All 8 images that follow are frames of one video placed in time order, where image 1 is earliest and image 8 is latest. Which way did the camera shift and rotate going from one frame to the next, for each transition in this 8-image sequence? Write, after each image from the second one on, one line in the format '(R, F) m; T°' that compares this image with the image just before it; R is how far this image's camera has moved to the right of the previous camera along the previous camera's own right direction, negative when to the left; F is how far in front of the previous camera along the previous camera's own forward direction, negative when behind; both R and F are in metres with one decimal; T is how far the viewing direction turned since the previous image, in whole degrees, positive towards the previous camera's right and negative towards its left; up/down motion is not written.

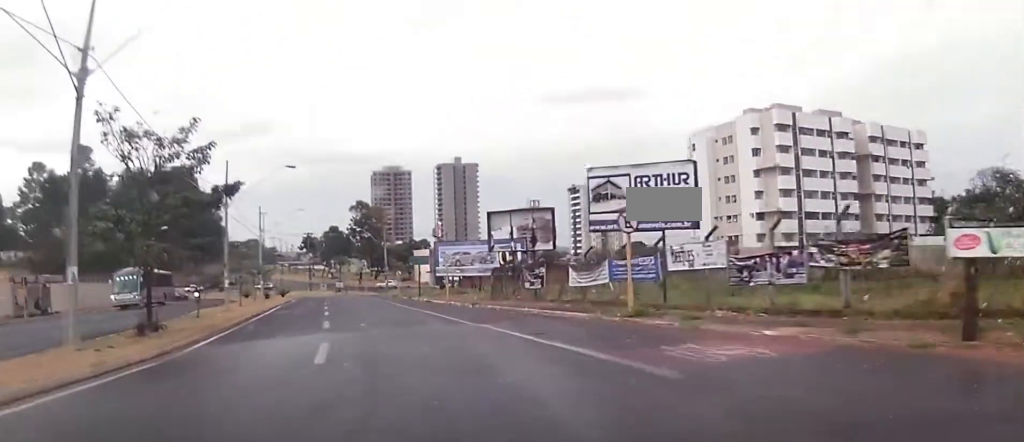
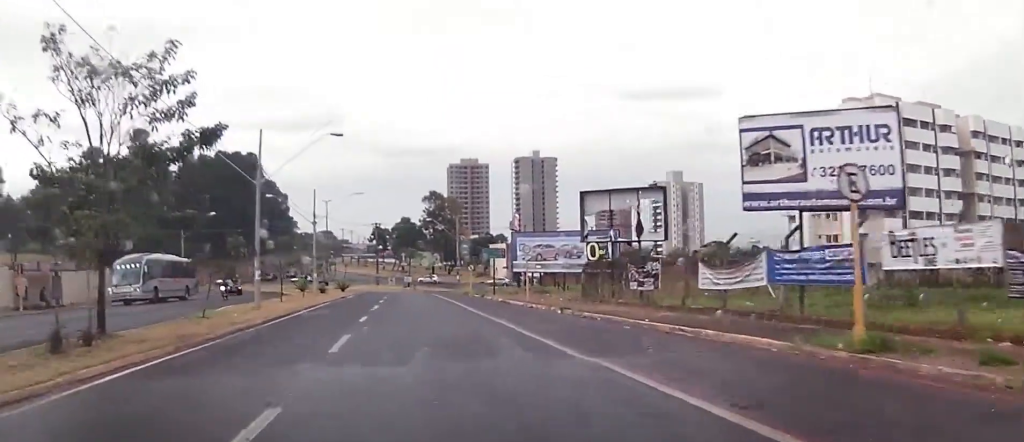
(-0.4, +7.9) m; -5°
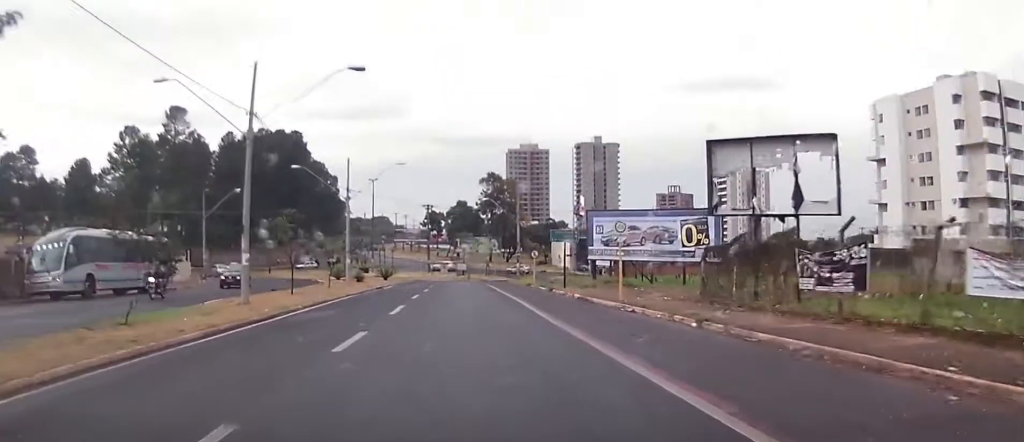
(-0.7, +10.0) m; -6°
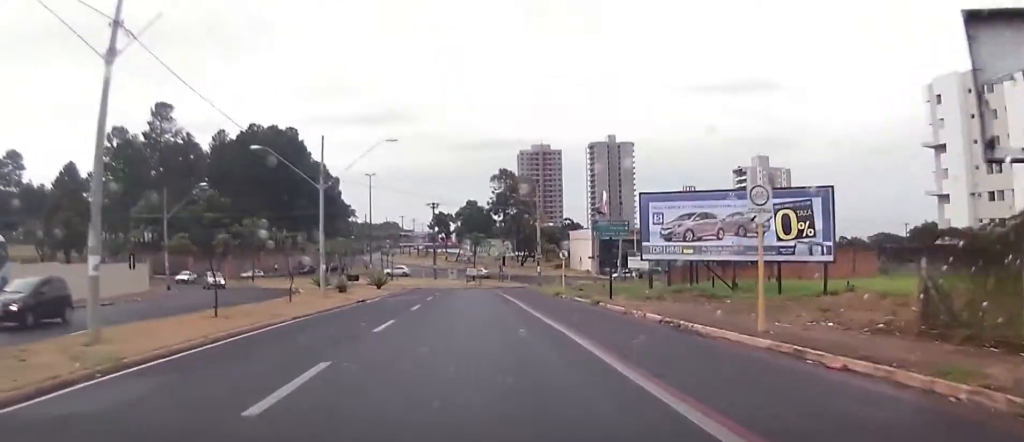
(-0.6, +12.0) m; -5°
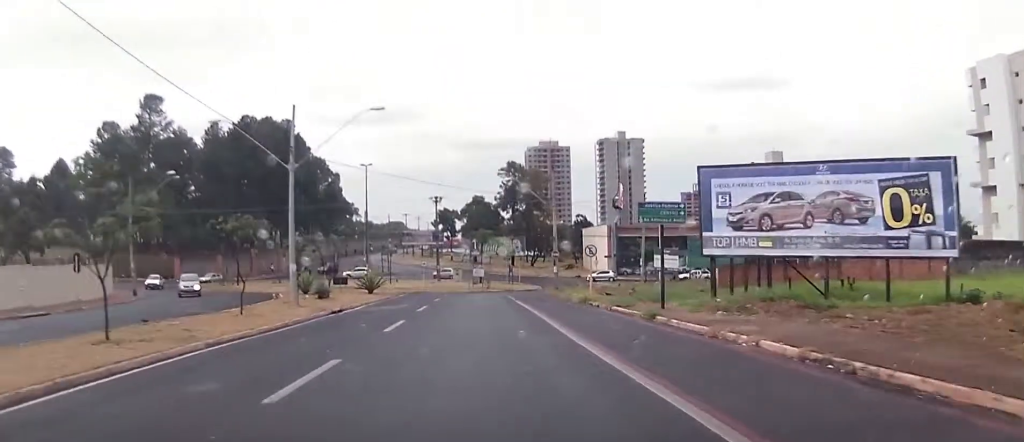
(-0.1, +8.0) m; -2°
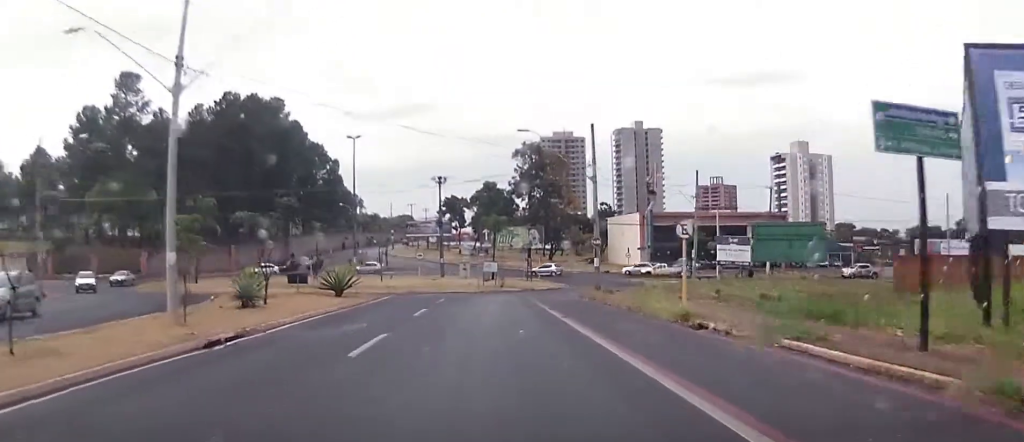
(-0.2, +14.8) m; -1°
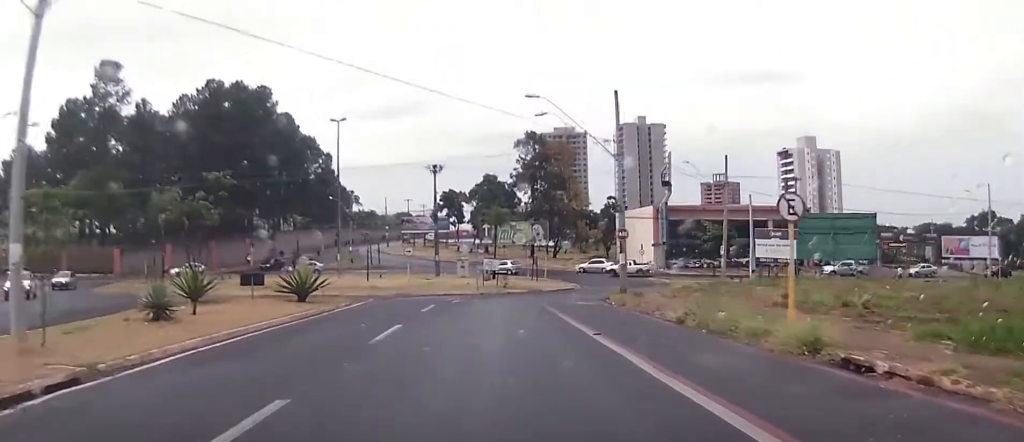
(0.0, +8.0) m; 0°
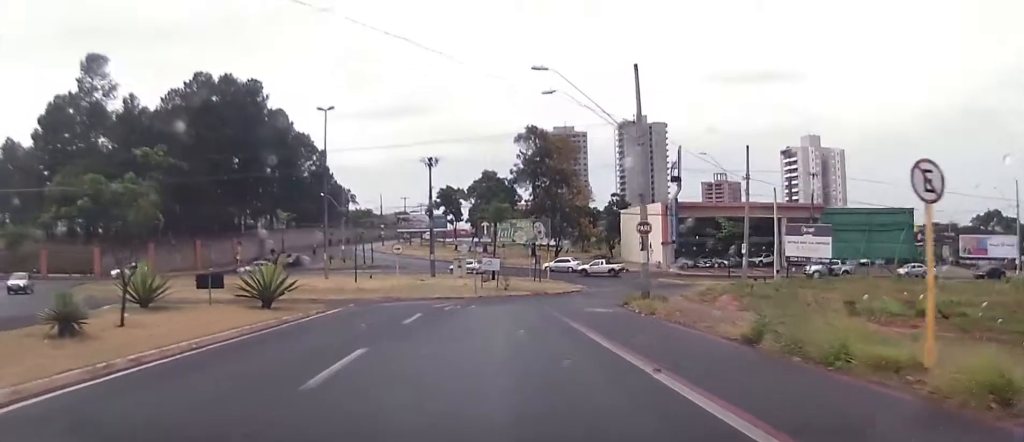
(-0.1, +5.3) m; -1°
